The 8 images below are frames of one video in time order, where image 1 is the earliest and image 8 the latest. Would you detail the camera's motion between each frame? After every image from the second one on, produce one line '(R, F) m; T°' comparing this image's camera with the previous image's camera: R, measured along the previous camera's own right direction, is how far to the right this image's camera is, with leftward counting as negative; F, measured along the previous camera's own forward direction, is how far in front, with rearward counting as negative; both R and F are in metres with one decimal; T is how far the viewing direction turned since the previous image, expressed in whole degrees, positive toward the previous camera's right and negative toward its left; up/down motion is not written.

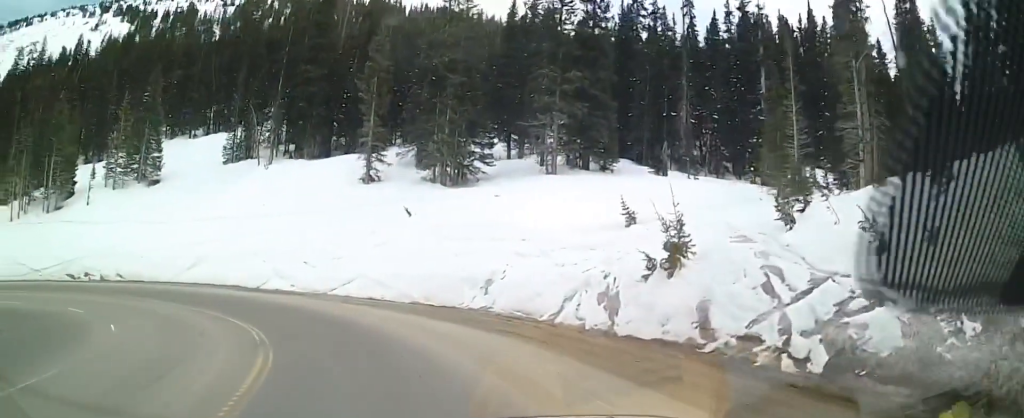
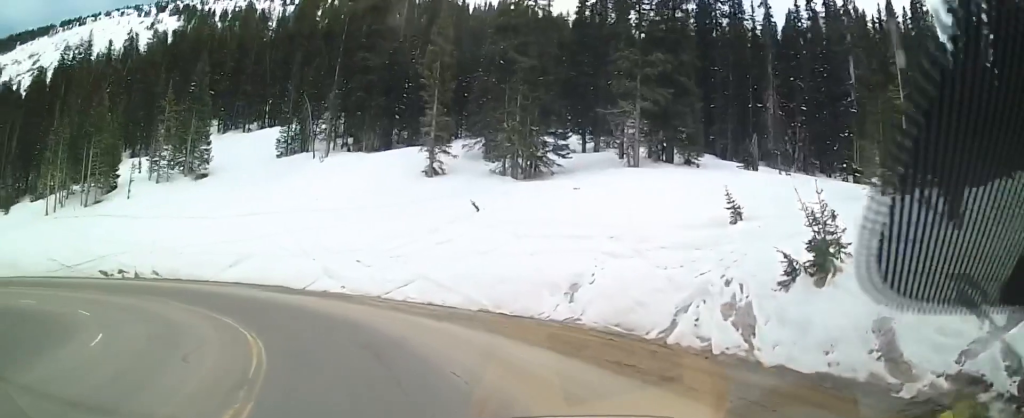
(-0.4, +5.2) m; -13°
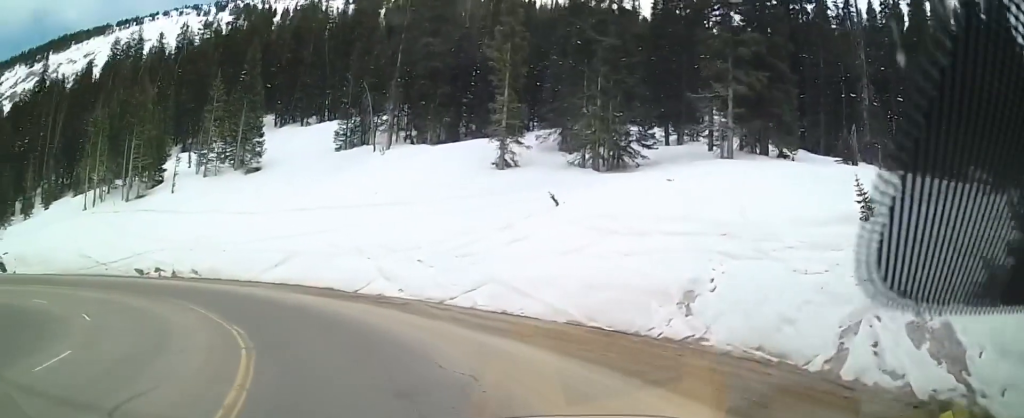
(-0.7, +5.0) m; -8°
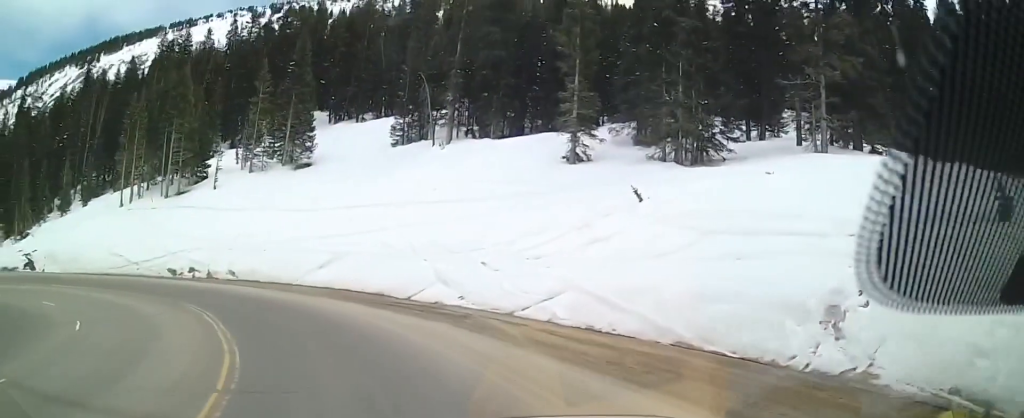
(-0.9, +4.6) m; -4°
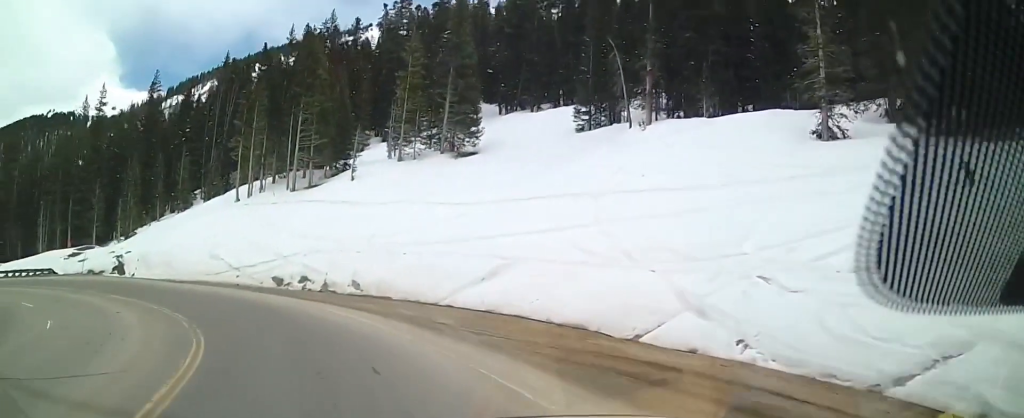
(+0.4, +13.2) m; -13°
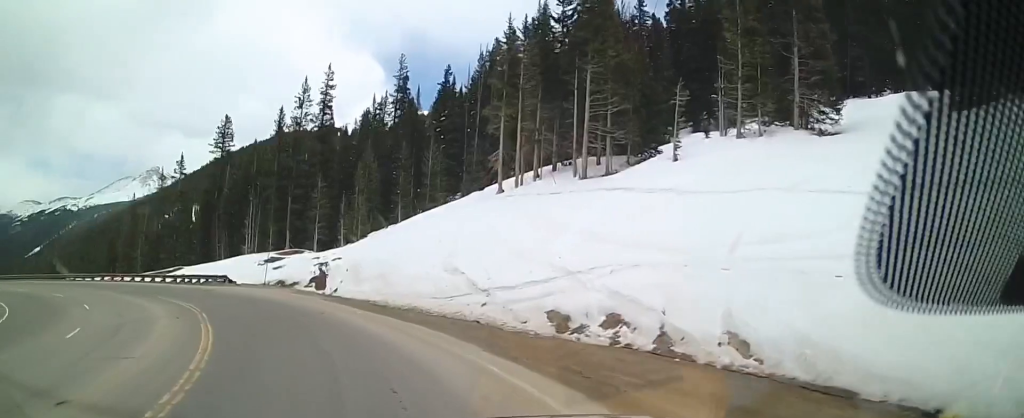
(-5.9, +16.5) m; -31°
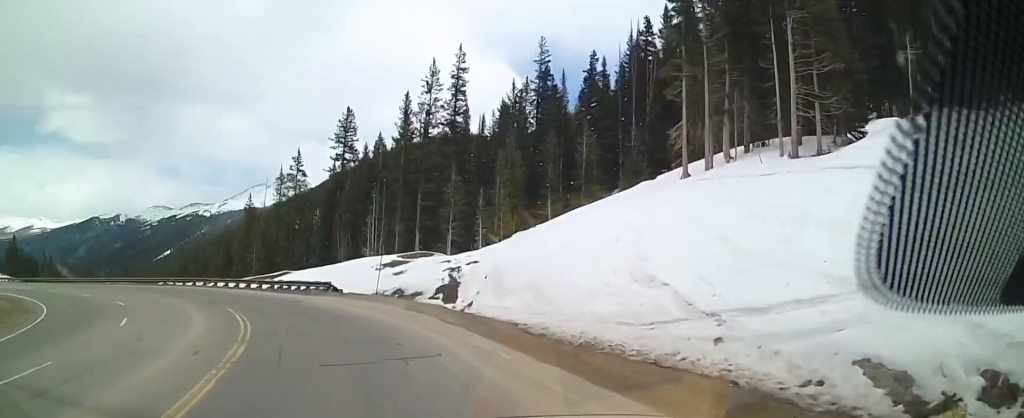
(-0.6, +10.7) m; -4°
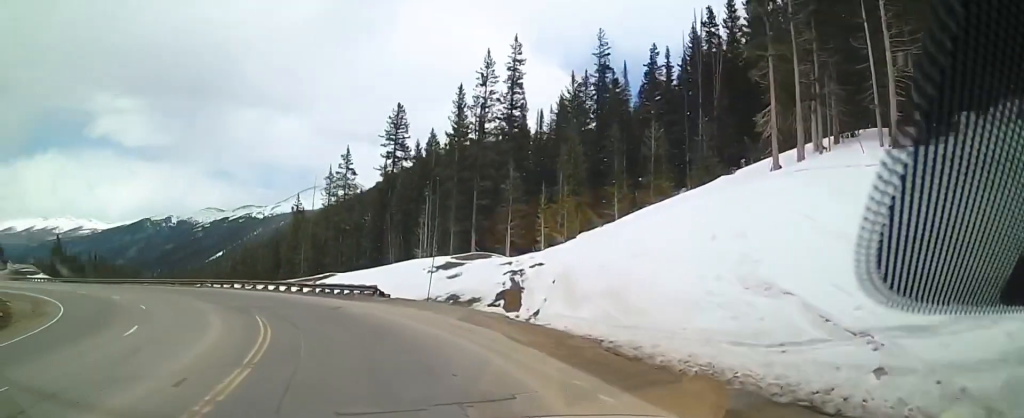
(0.0, +4.3) m; -3°
